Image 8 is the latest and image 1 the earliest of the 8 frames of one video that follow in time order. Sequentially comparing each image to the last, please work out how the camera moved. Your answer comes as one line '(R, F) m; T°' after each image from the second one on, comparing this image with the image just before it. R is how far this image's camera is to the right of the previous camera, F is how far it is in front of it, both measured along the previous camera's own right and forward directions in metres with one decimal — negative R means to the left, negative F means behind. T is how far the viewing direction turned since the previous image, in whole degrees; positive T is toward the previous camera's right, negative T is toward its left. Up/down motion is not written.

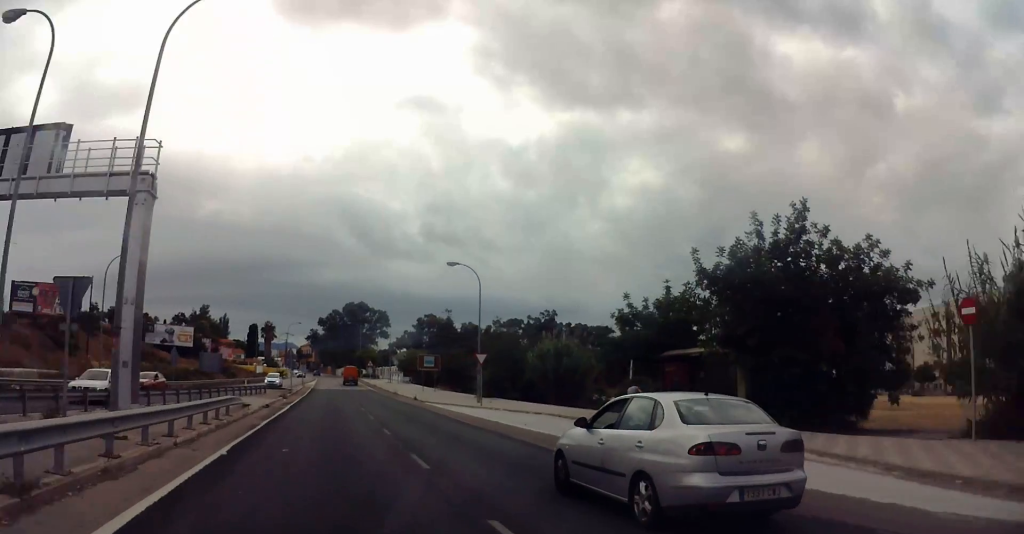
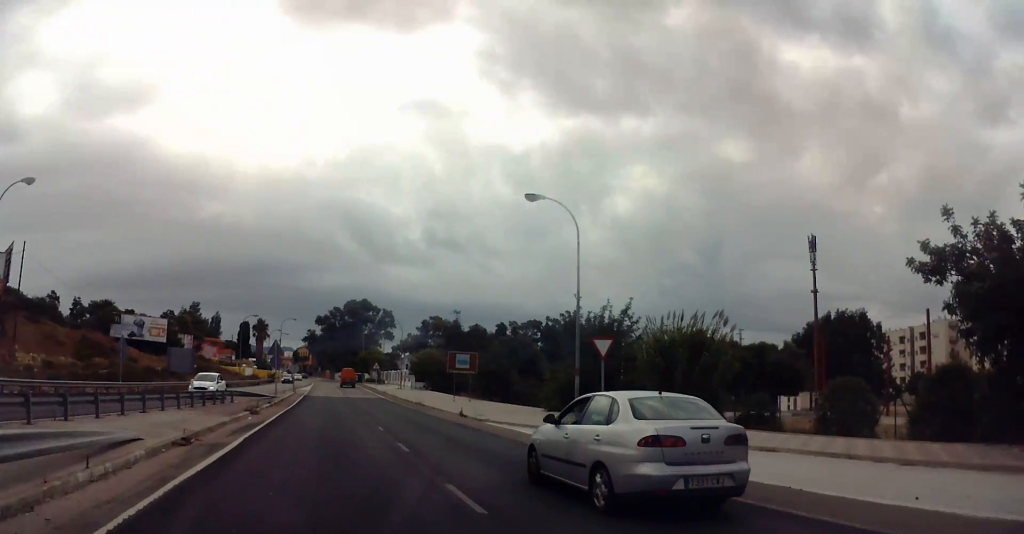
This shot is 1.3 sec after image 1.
(-0.4, +18.1) m; -2°
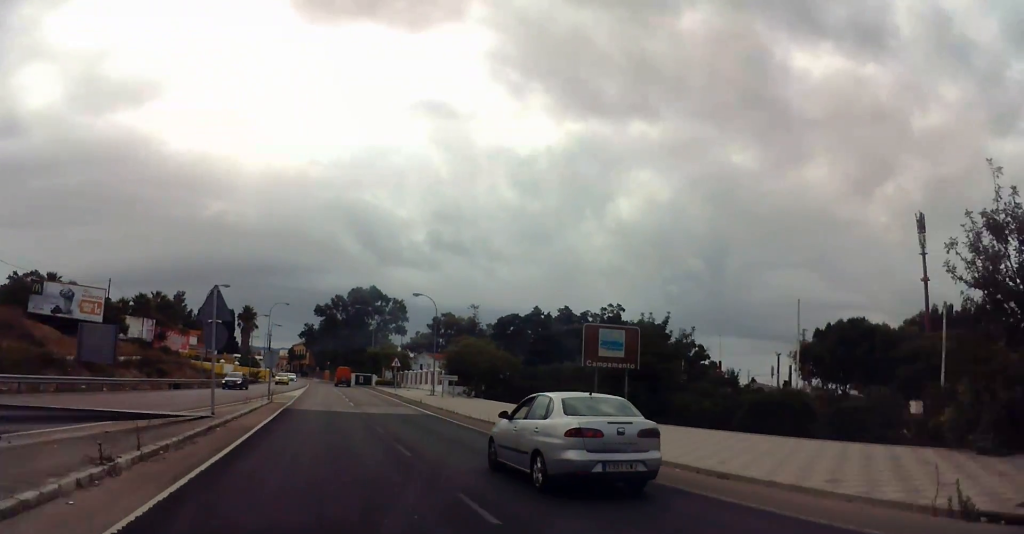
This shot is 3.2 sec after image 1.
(-0.1, +26.8) m; 0°
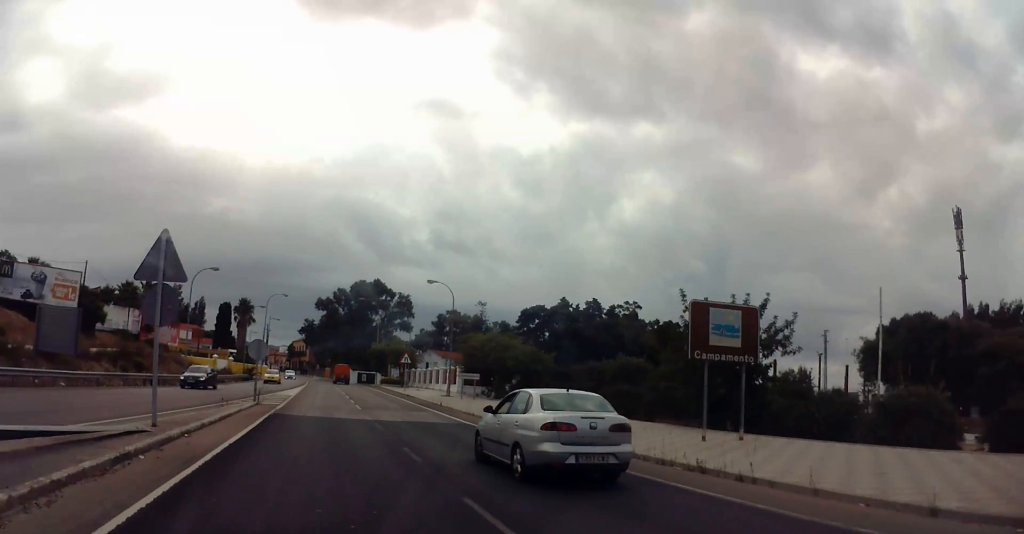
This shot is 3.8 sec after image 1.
(0.0, +7.3) m; 0°
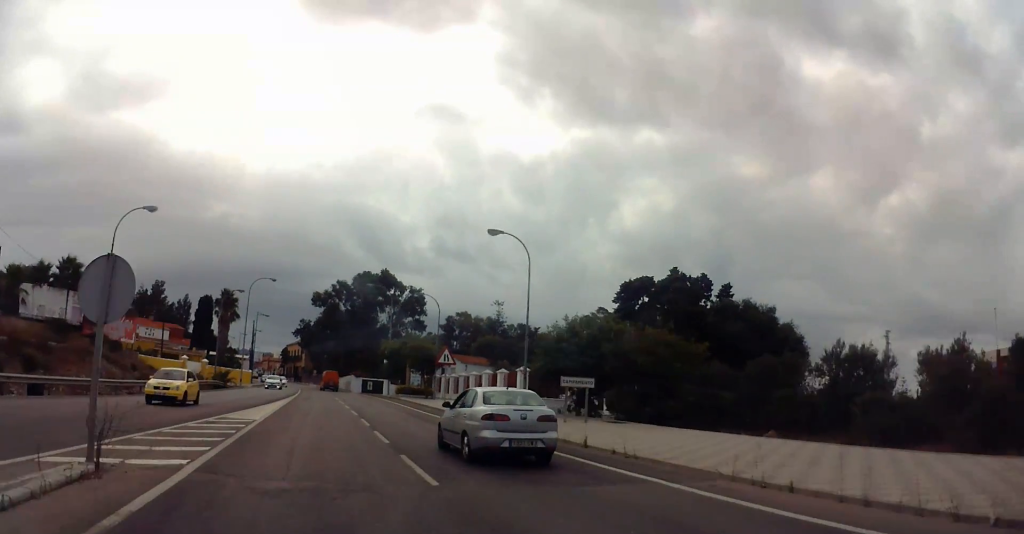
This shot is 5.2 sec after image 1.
(+0.1, +21.0) m; 0°
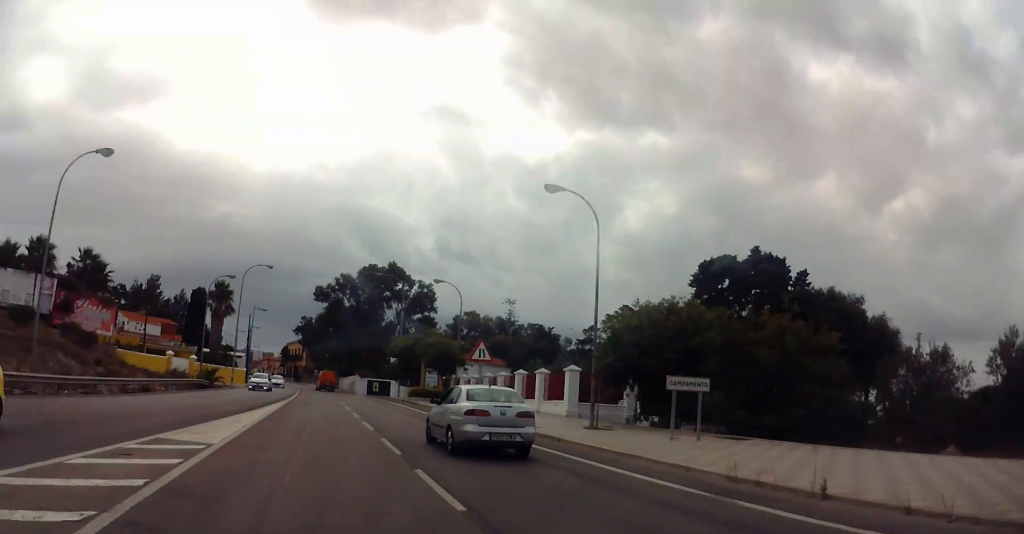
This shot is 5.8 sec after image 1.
(0.0, +8.5) m; 0°
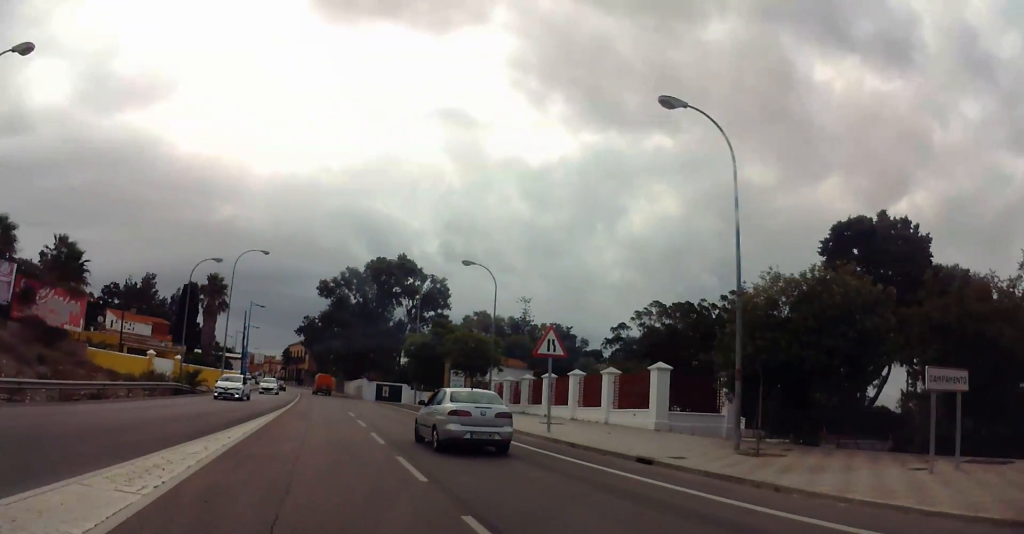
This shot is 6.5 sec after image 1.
(0.0, +8.9) m; 0°
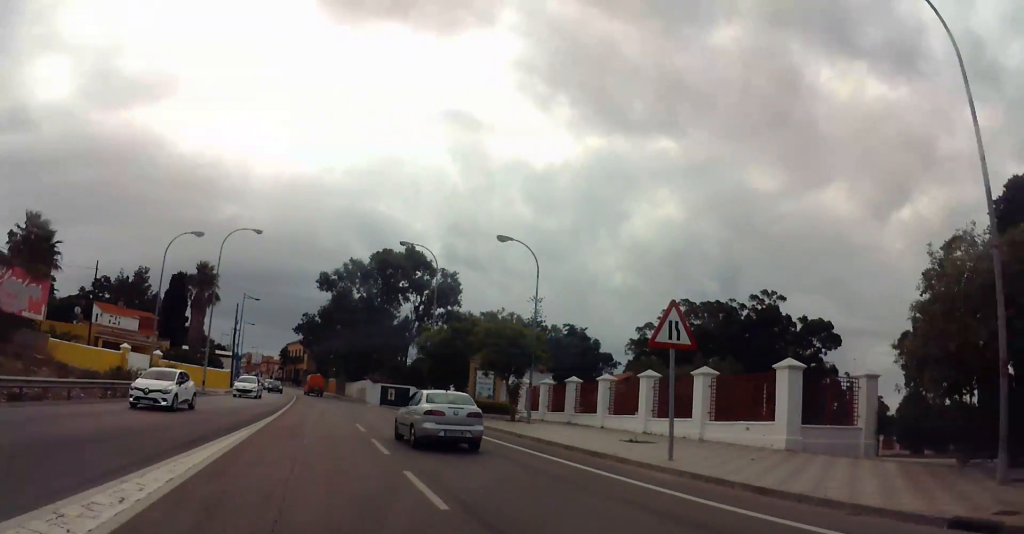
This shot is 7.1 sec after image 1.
(0.0, +8.2) m; 0°
